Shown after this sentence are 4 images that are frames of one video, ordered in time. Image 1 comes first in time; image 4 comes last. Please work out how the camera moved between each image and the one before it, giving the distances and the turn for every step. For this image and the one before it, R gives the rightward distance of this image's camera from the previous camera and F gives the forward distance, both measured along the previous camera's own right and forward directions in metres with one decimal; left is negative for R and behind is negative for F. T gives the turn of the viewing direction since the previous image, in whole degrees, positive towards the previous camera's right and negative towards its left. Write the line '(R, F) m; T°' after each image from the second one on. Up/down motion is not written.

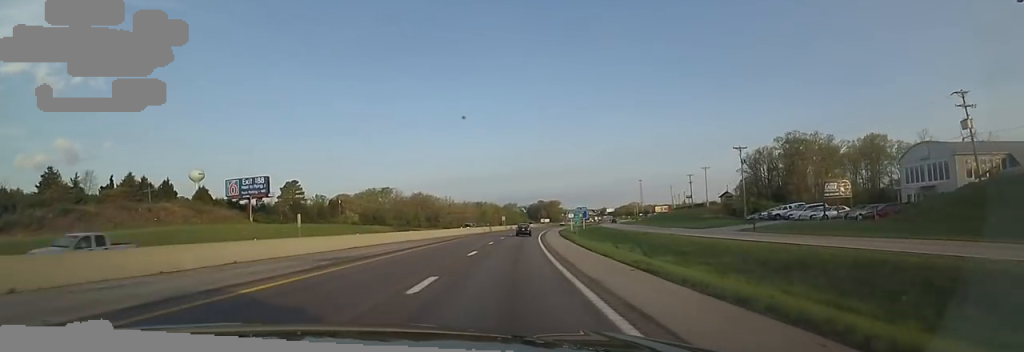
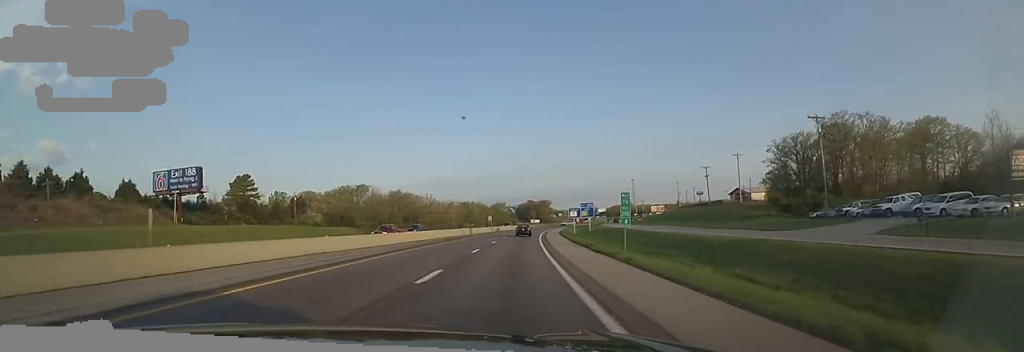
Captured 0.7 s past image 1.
(-0.1, +22.5) m; +1°
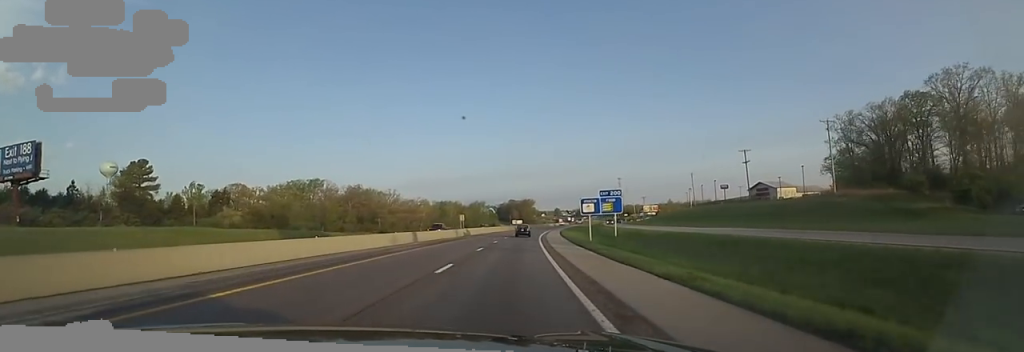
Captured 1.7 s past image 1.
(+1.1, +34.5) m; +4°
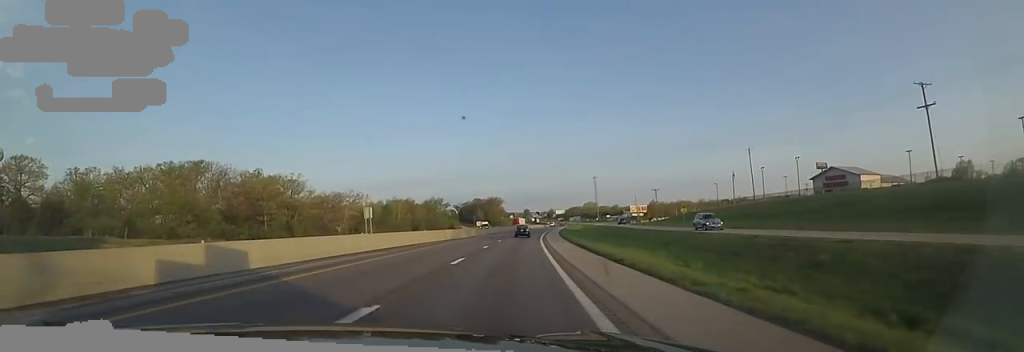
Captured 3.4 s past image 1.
(+2.1, +58.6) m; +2°
